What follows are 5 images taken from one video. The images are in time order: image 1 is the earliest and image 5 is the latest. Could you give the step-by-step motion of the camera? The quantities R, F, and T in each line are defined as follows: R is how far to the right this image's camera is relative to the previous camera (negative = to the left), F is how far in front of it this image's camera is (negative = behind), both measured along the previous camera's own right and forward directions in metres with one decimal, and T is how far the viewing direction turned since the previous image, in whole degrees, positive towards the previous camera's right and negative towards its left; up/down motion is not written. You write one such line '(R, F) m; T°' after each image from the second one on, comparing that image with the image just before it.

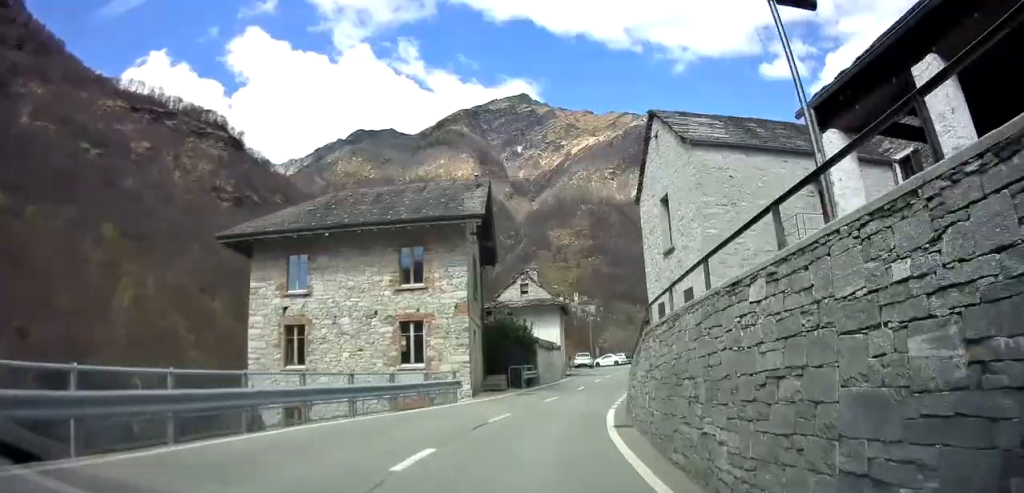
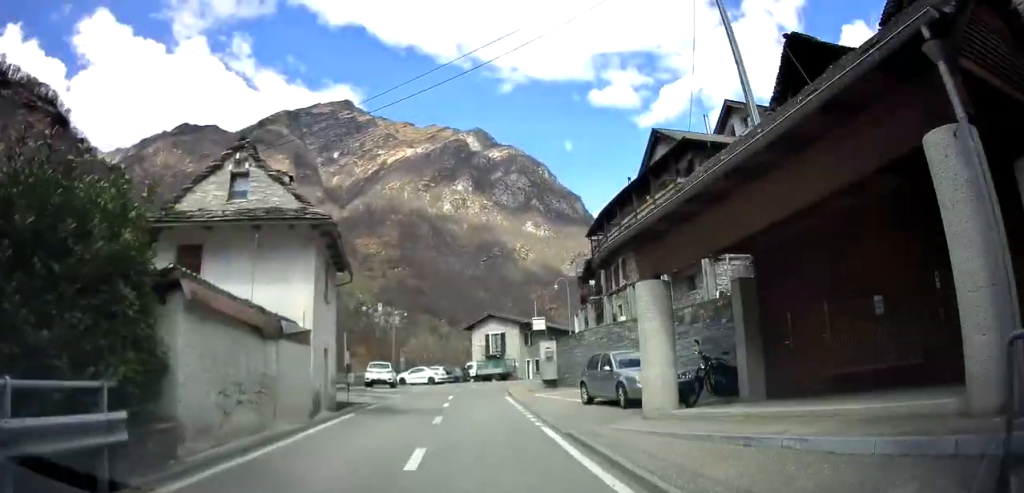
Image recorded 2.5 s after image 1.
(+4.3, +22.8) m; +17°
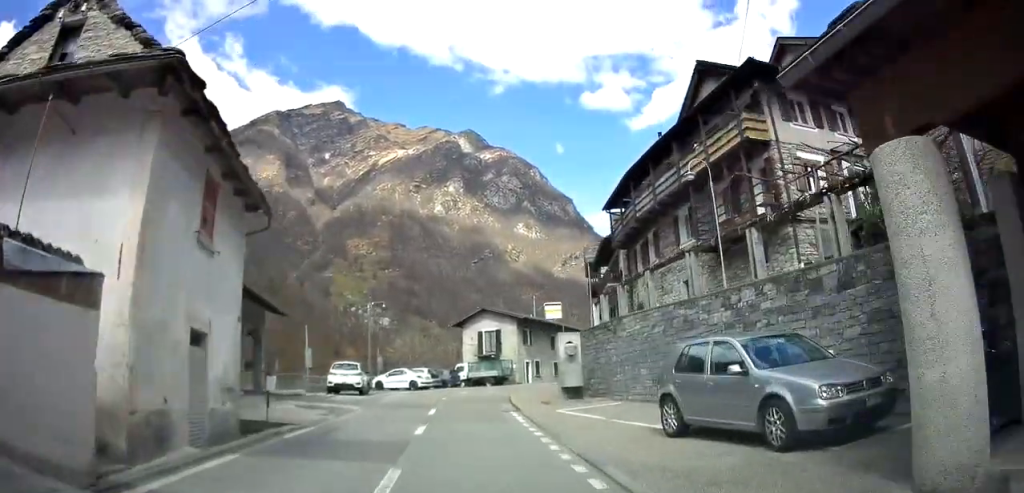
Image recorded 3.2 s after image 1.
(0.0, +7.1) m; +1°
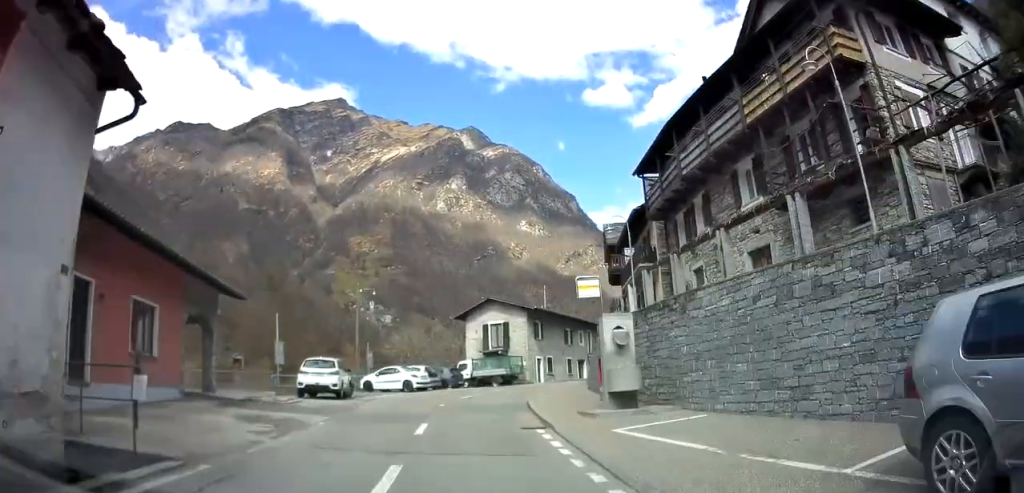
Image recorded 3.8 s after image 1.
(0.0, +5.8) m; +1°
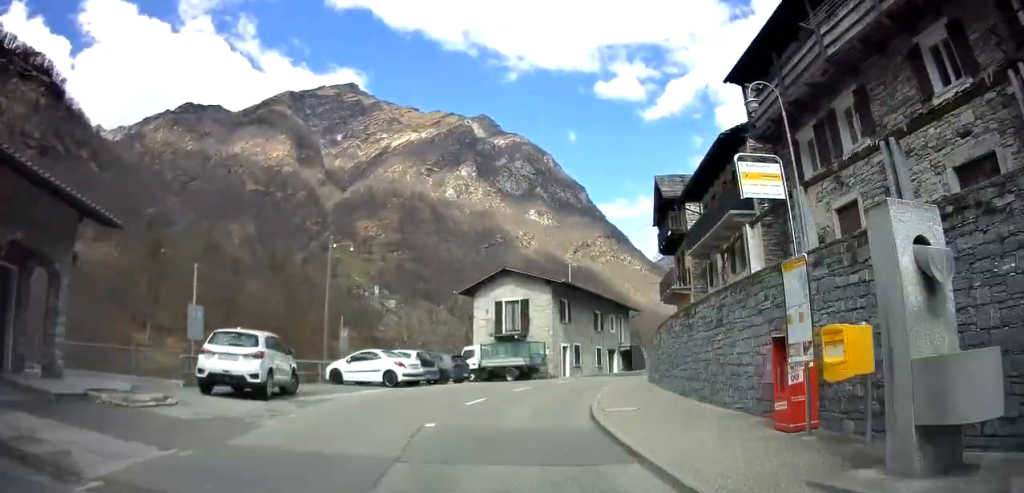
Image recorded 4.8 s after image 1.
(+0.1, +9.4) m; +1°
